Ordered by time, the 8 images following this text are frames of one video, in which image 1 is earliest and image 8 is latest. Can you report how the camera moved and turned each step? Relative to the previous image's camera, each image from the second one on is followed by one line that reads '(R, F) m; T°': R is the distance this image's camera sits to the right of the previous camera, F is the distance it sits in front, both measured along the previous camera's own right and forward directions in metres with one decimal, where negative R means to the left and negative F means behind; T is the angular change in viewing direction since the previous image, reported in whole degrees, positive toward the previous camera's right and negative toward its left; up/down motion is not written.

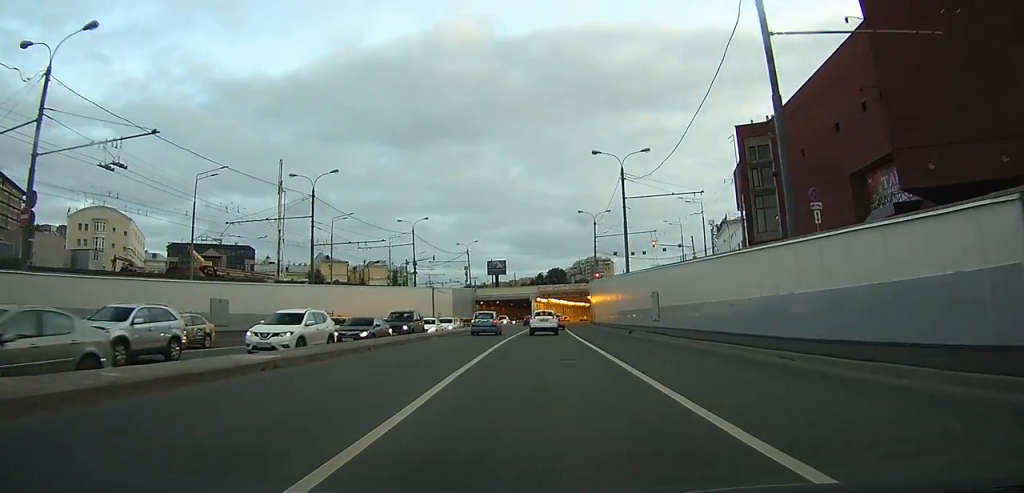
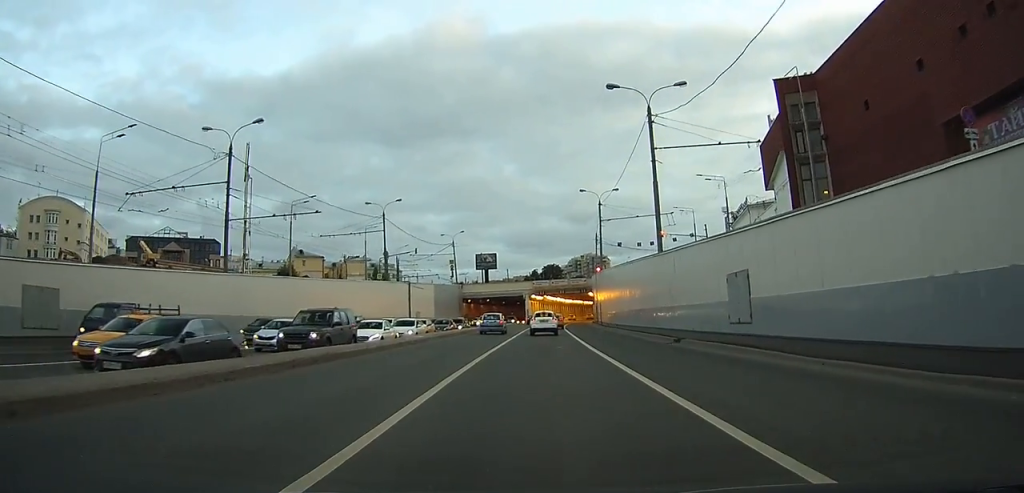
(-0.1, +13.5) m; 0°
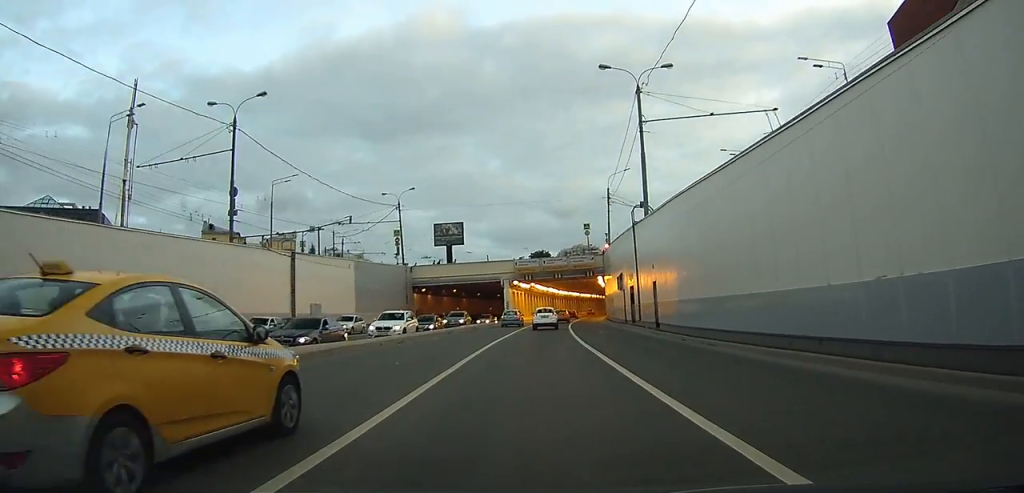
(+0.1, +33.7) m; +1°
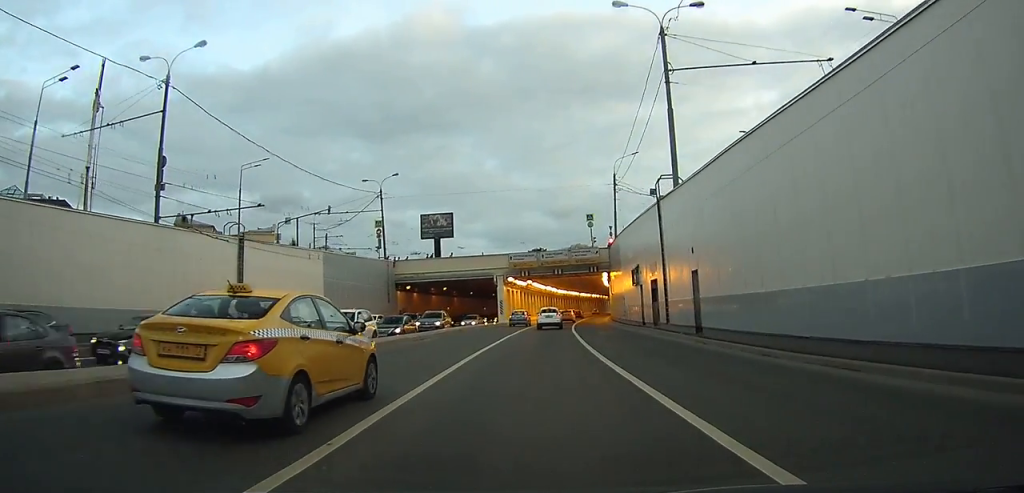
(0.0, +7.7) m; +1°
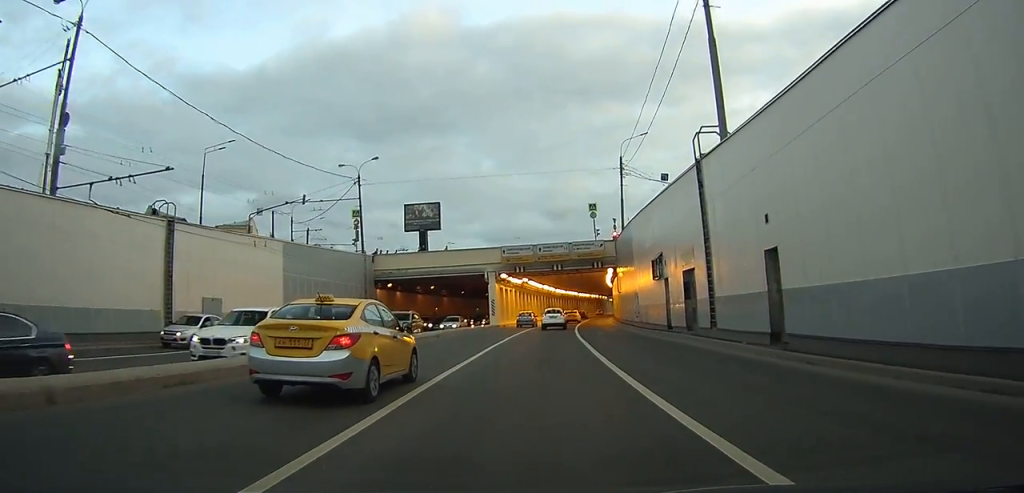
(0.0, +7.2) m; +1°
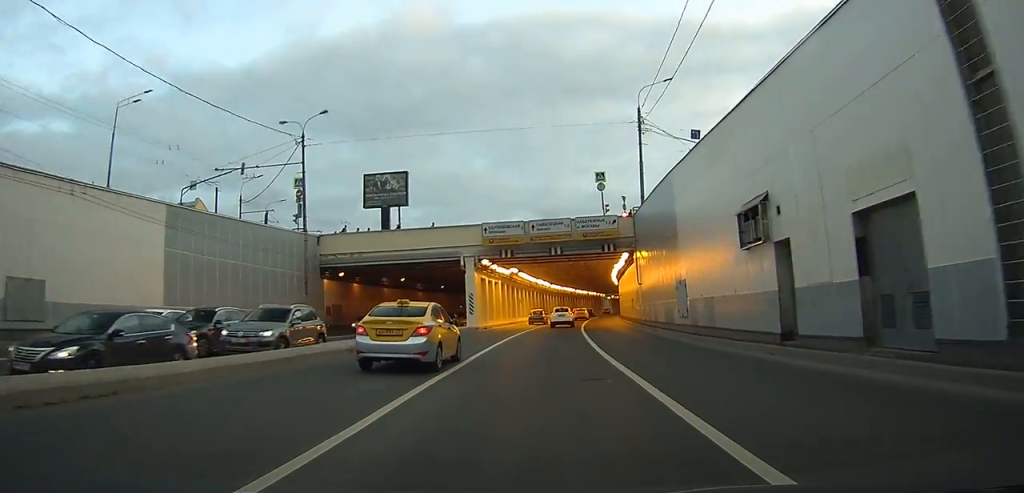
(+0.2, +13.4) m; +1°
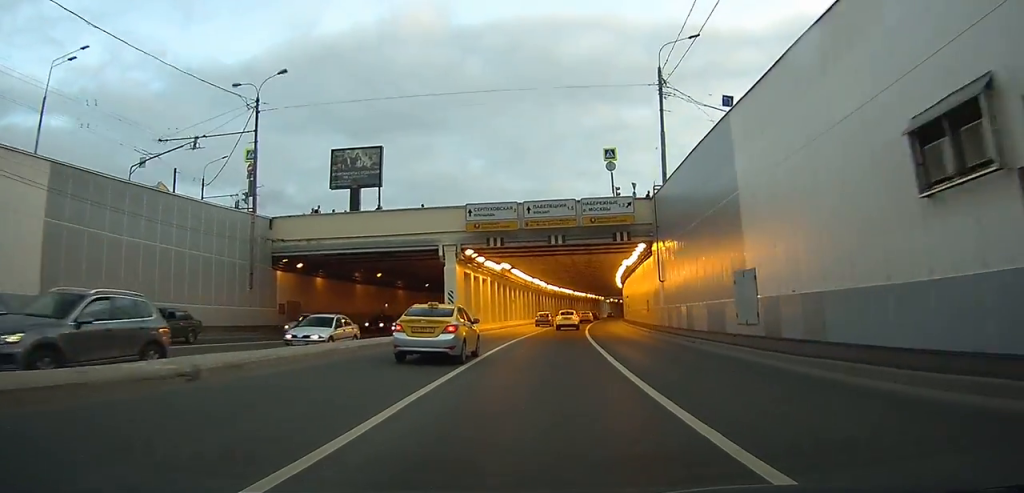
(+0.1, +8.2) m; +1°
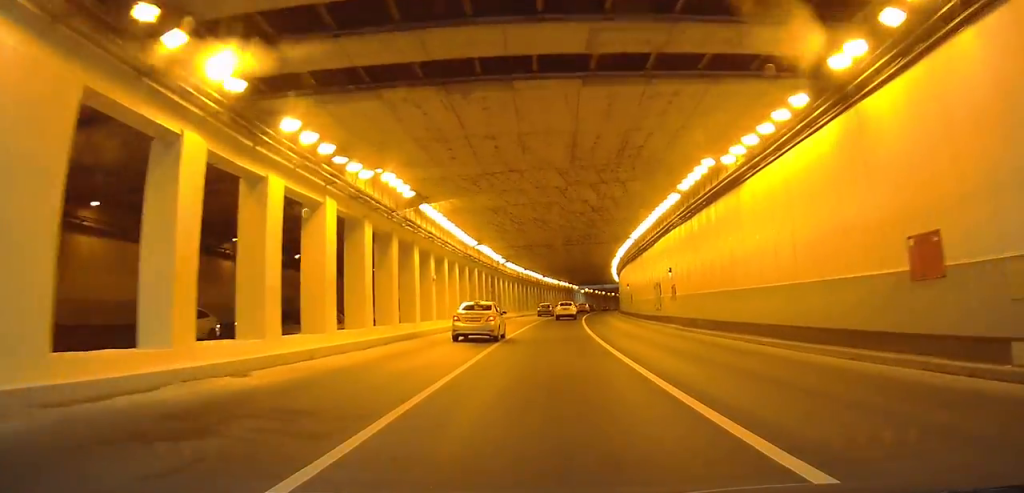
(+0.6, +31.6) m; +2°
